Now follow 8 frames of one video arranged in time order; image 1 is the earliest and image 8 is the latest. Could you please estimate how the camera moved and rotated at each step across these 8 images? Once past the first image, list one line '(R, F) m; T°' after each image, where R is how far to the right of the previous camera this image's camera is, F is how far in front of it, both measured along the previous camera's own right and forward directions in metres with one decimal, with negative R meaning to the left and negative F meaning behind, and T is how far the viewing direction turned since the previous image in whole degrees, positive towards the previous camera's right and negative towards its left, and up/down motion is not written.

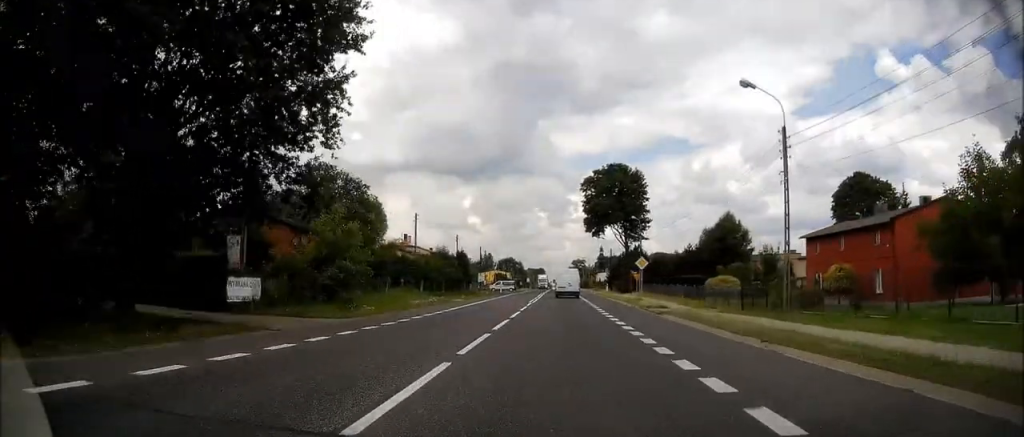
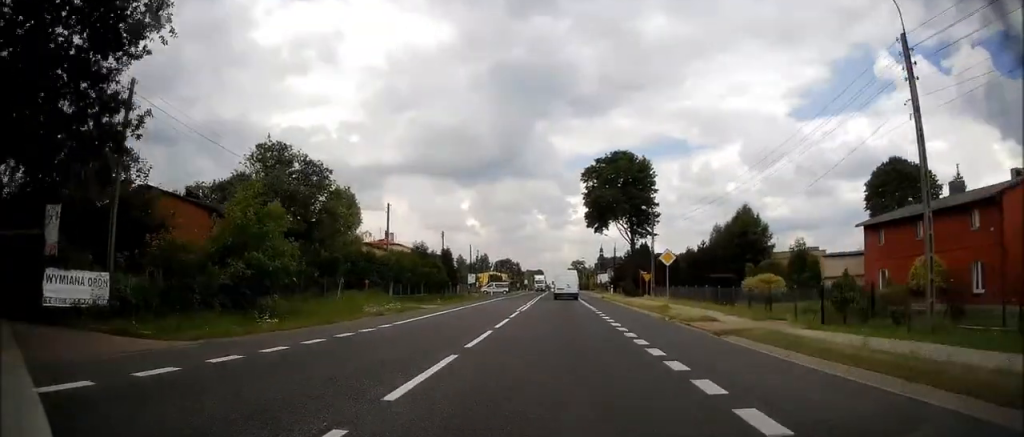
(+0.3, +10.0) m; 0°
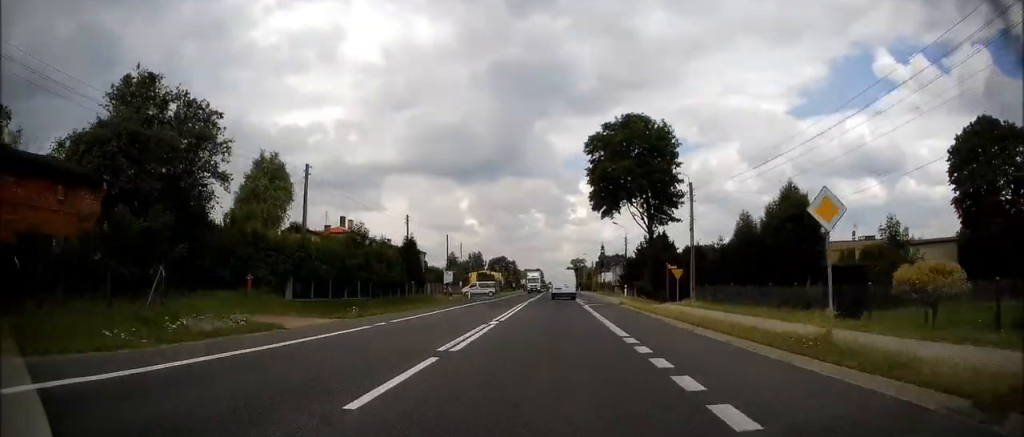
(-0.1, +18.0) m; 0°
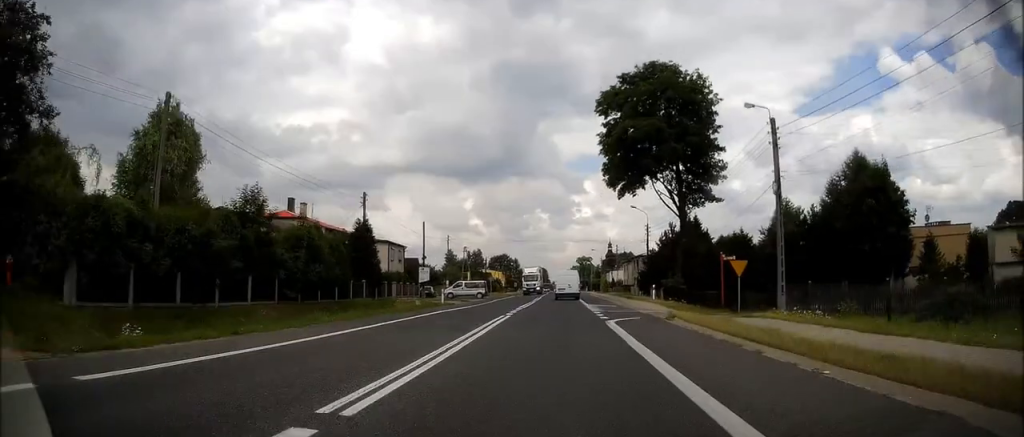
(0.0, +15.5) m; 0°
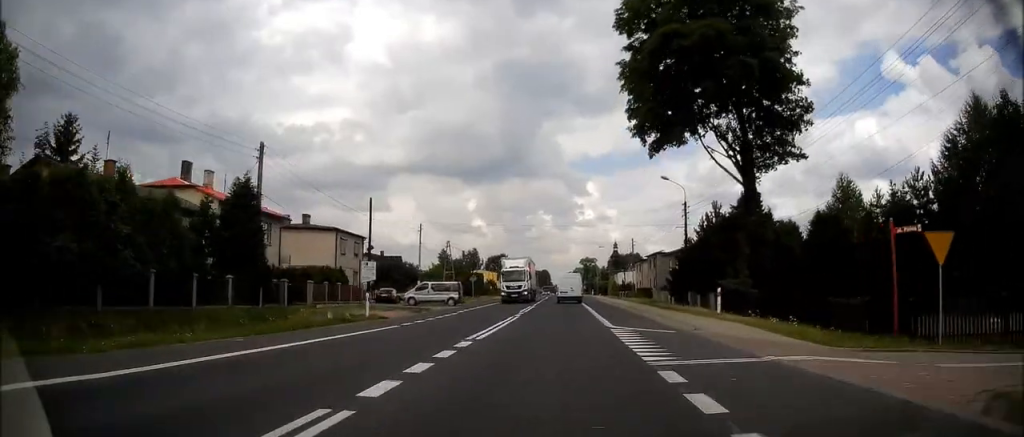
(0.0, +17.6) m; 0°
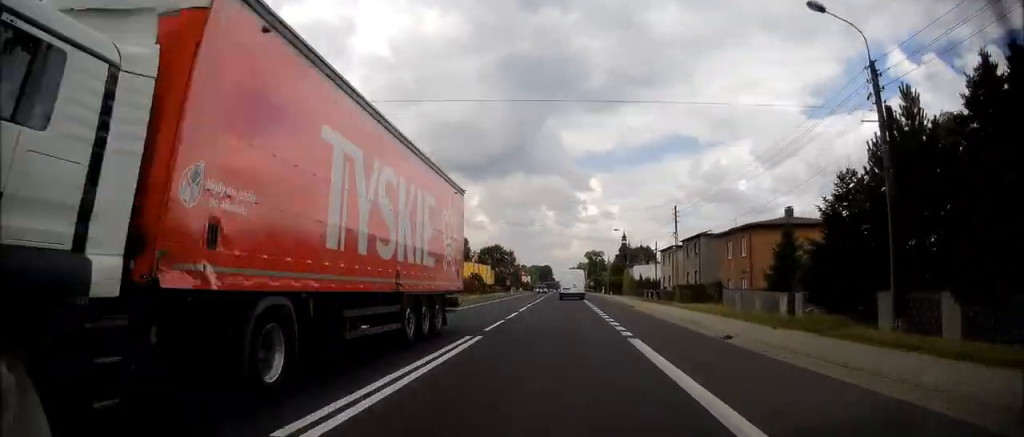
(-0.3, +25.3) m; -1°
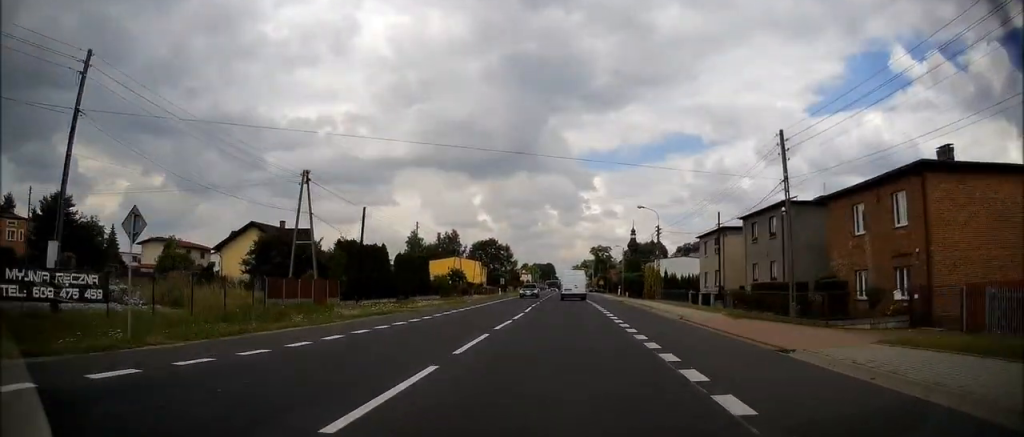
(+0.1, +19.2) m; 0°
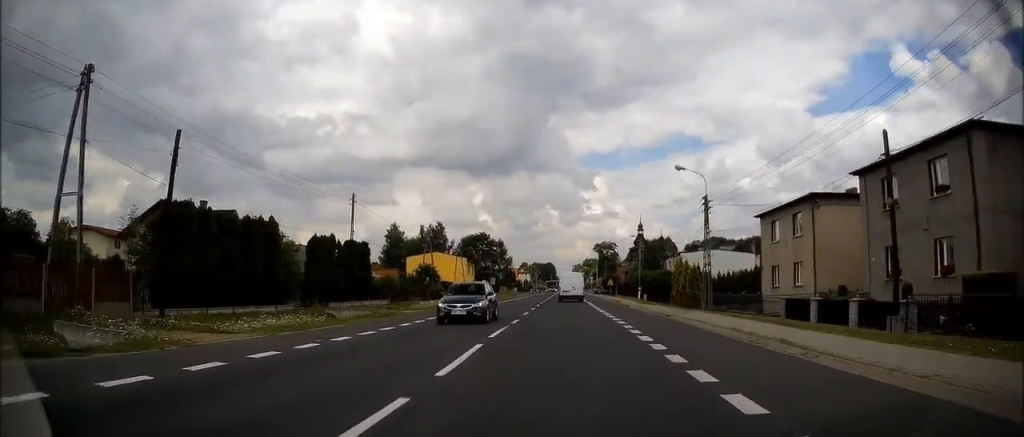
(+0.1, +14.8) m; 0°
